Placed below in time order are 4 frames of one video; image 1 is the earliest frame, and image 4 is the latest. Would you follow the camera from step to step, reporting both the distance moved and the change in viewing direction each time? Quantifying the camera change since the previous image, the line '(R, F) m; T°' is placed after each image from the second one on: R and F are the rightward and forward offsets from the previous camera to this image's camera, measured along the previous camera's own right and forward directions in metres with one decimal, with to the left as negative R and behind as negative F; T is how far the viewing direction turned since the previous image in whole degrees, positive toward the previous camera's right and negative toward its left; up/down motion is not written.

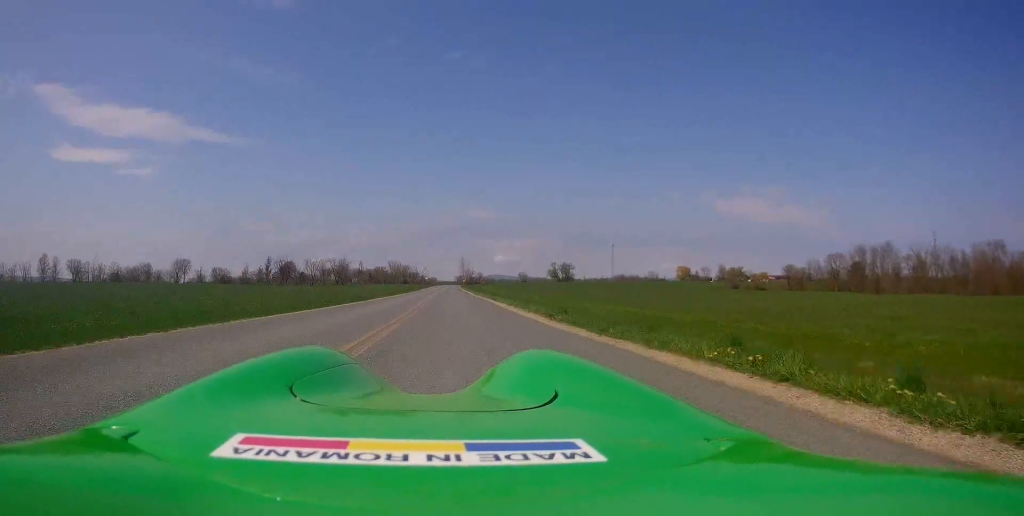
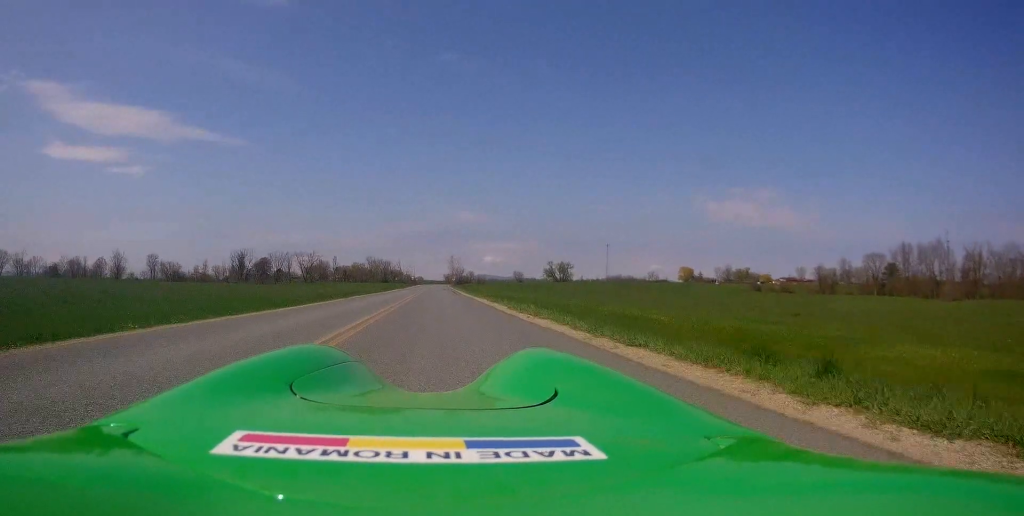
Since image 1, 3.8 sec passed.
(+0.2, +37.3) m; +1°
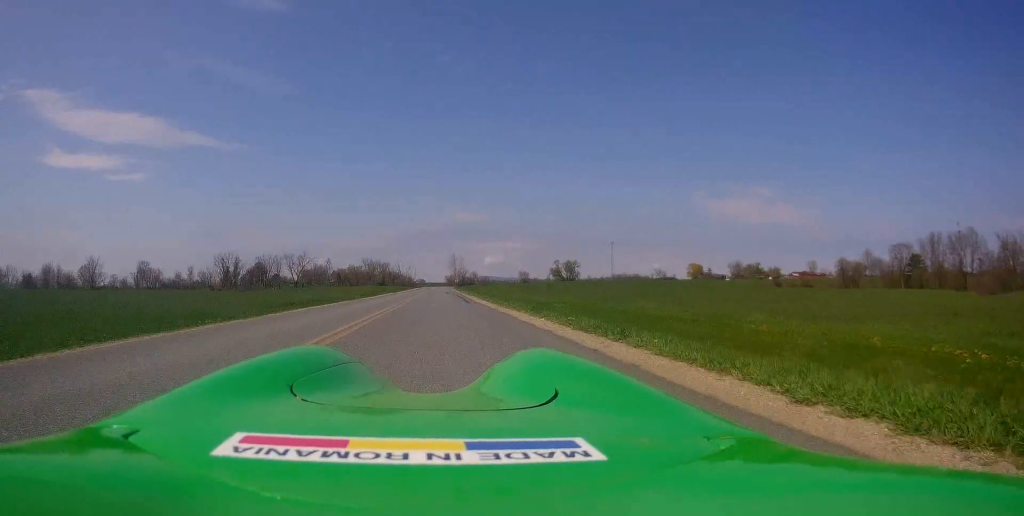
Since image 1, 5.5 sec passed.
(0.0, +16.9) m; 0°
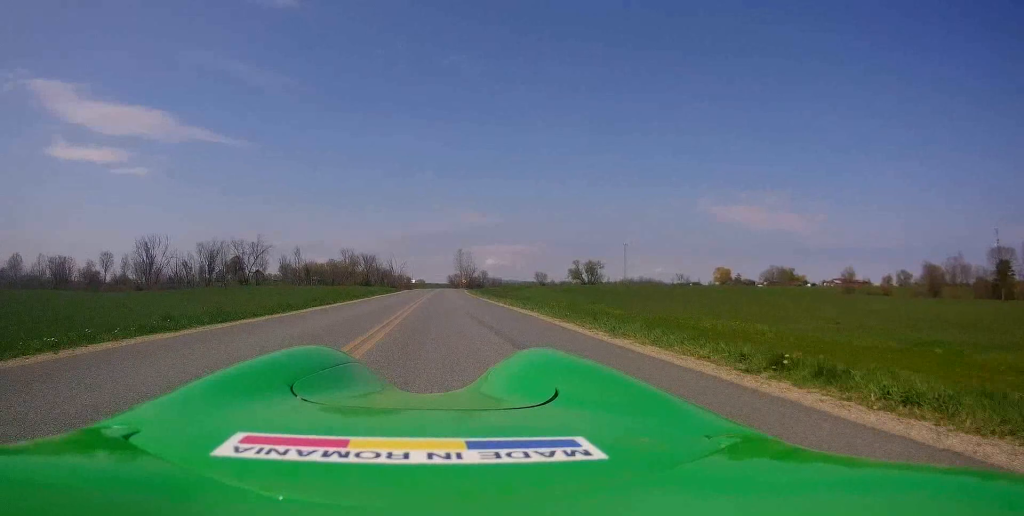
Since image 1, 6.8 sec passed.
(0.0, +12.9) m; 0°
